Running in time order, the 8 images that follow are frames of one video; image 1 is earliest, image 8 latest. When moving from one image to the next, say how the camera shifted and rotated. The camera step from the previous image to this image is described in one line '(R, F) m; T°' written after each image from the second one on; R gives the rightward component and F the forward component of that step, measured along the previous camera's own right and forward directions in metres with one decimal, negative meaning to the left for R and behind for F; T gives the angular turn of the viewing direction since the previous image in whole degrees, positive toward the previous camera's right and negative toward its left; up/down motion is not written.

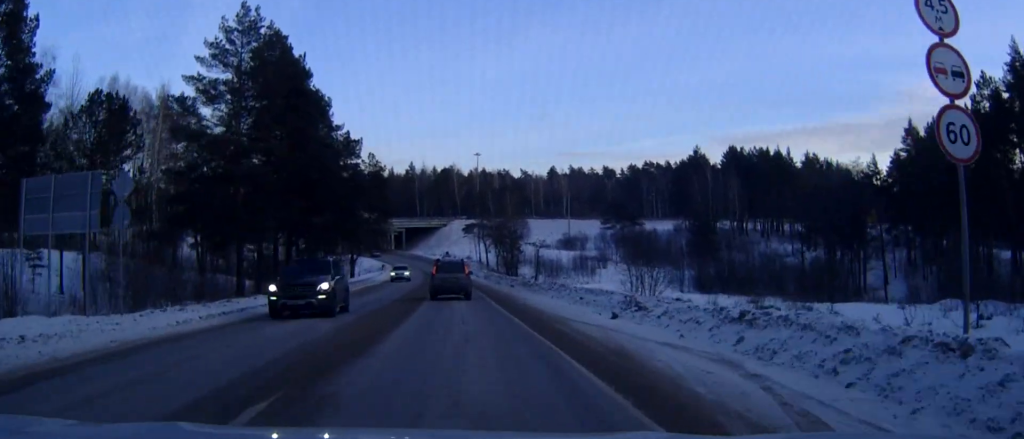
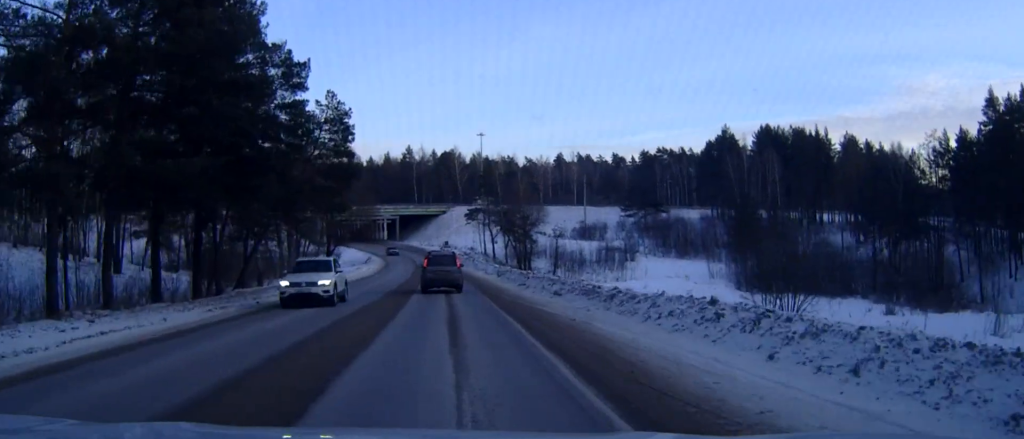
(0.0, +22.3) m; 0°
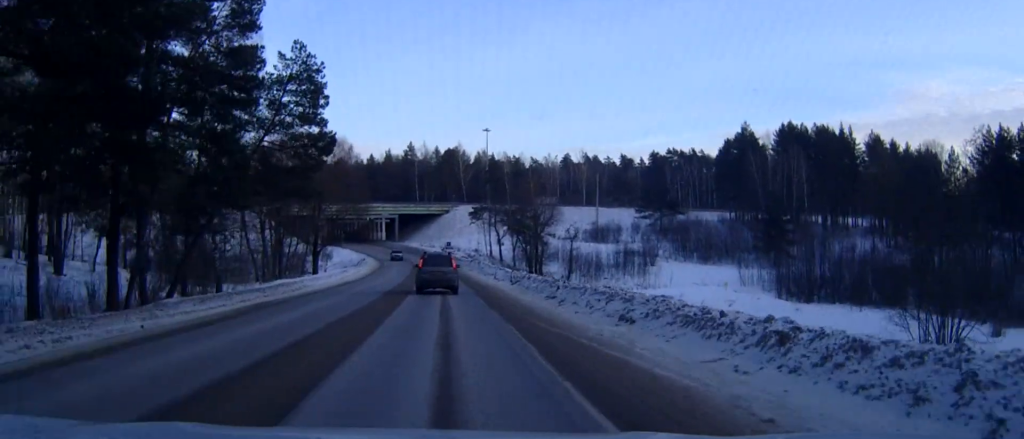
(0.0, +10.7) m; 0°
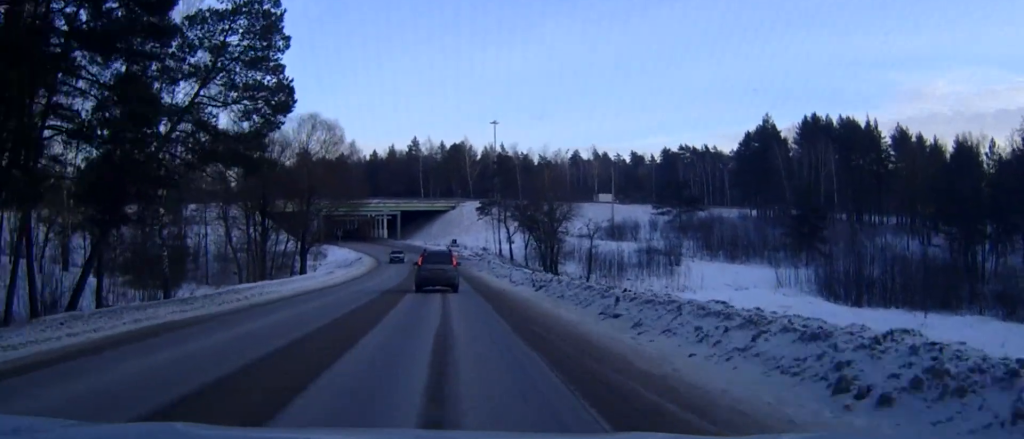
(0.0, +9.6) m; 0°
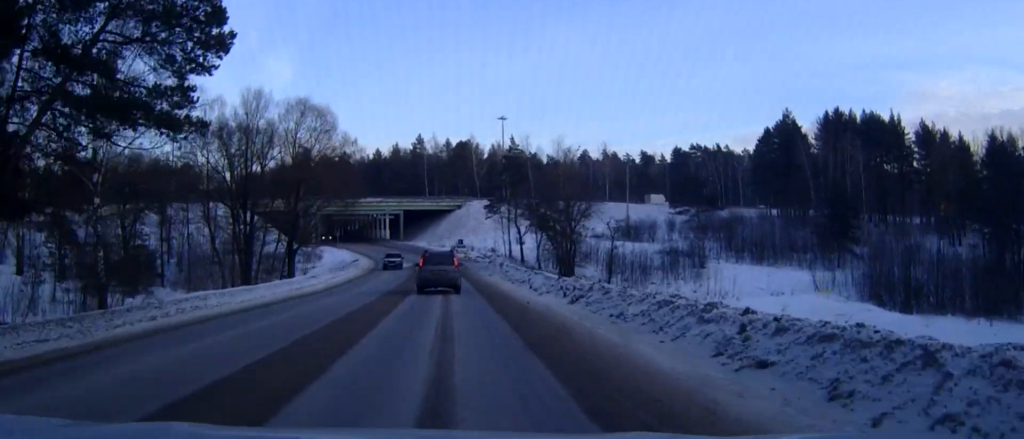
(0.0, +8.0) m; 0°
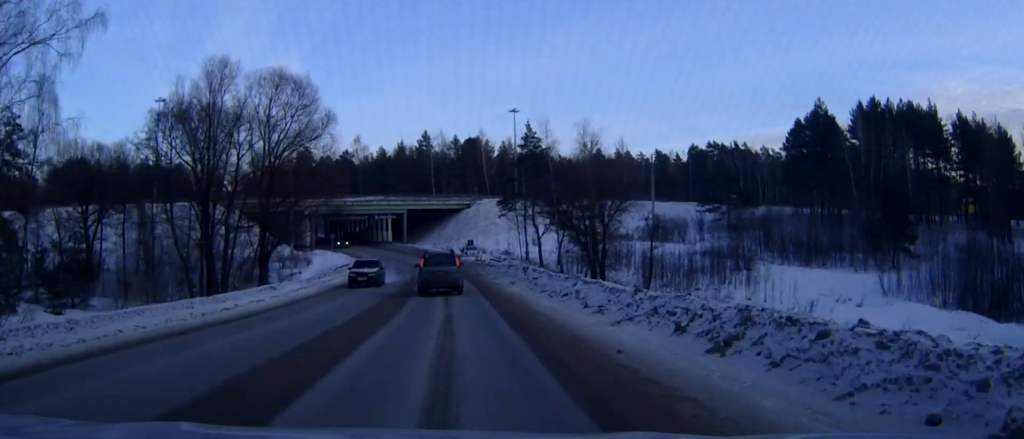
(0.0, +12.2) m; -1°
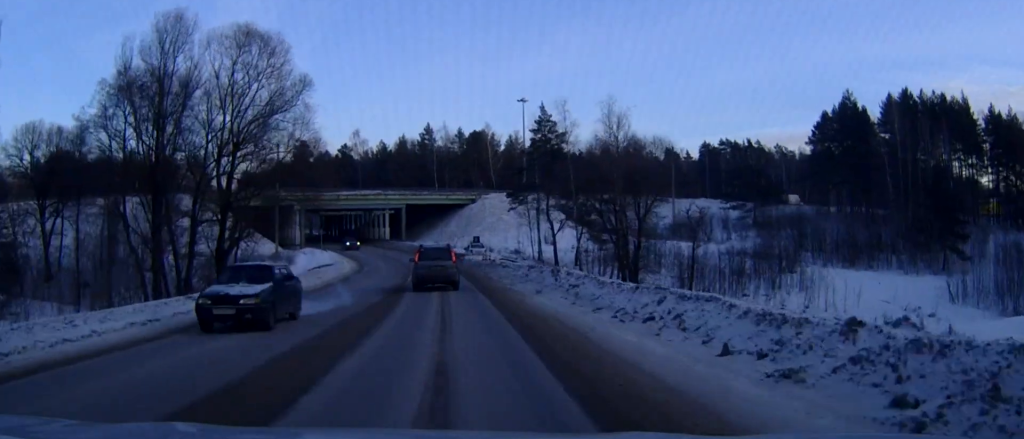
(-0.1, +10.5) m; -1°
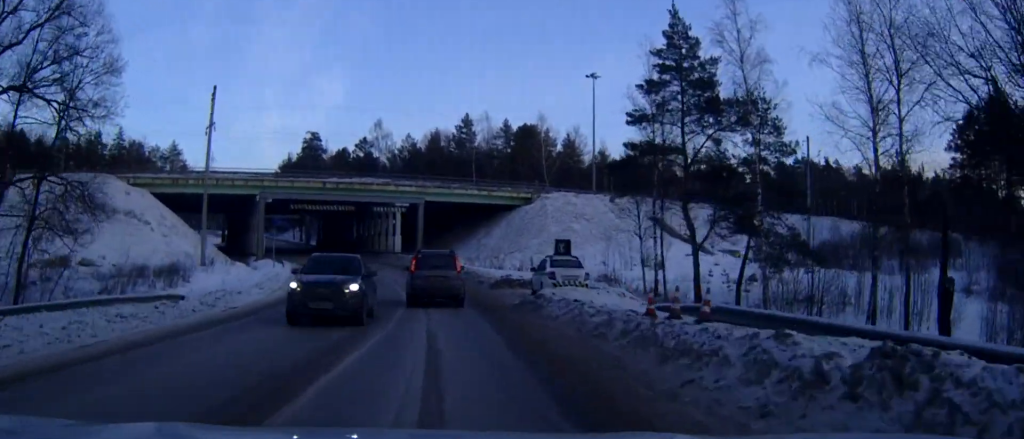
(-0.8, +36.9) m; -3°
